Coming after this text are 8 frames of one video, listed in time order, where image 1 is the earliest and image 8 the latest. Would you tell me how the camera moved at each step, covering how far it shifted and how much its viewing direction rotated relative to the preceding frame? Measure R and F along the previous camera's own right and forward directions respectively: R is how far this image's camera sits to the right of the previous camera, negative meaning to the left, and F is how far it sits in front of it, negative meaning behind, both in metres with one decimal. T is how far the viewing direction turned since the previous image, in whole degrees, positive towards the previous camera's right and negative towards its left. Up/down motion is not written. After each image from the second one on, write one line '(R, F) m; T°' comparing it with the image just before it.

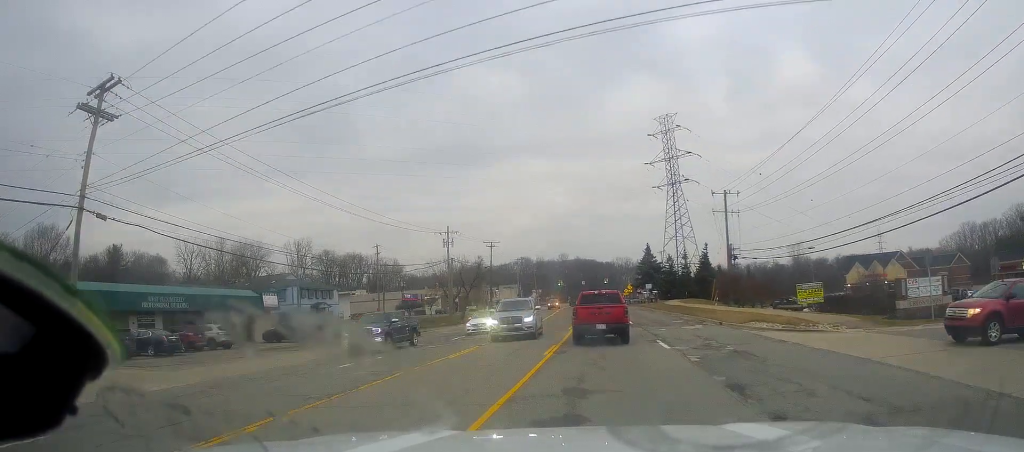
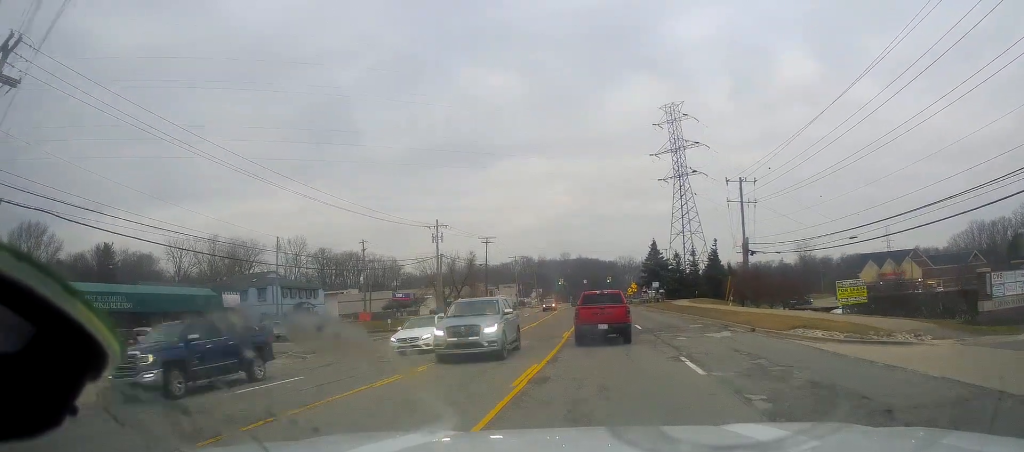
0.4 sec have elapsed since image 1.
(0.0, +6.5) m; -1°
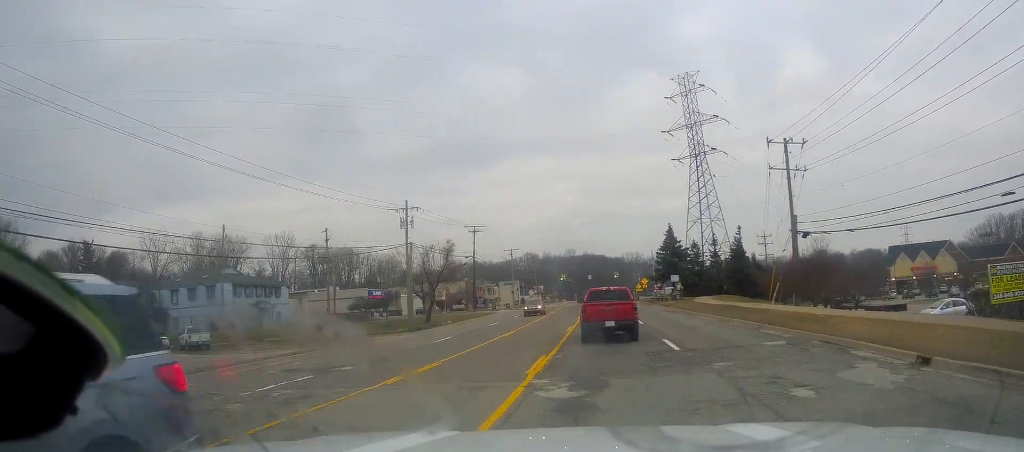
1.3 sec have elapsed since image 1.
(-0.6, +13.9) m; -1°
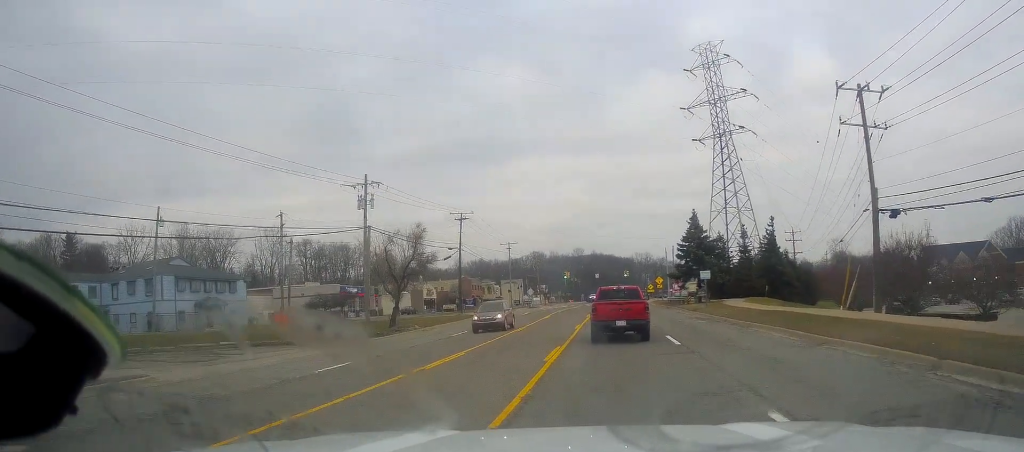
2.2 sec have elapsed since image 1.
(+0.4, +13.1) m; 0°
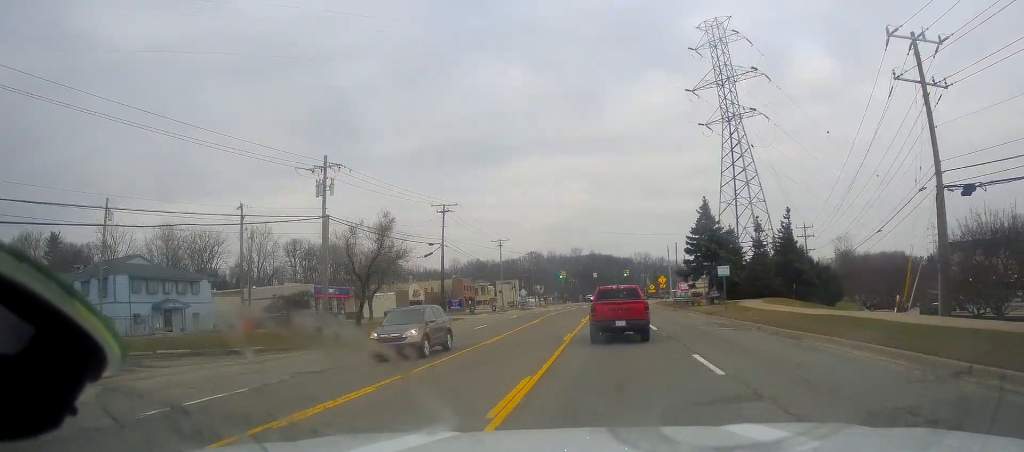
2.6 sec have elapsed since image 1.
(-0.1, +7.3) m; 0°
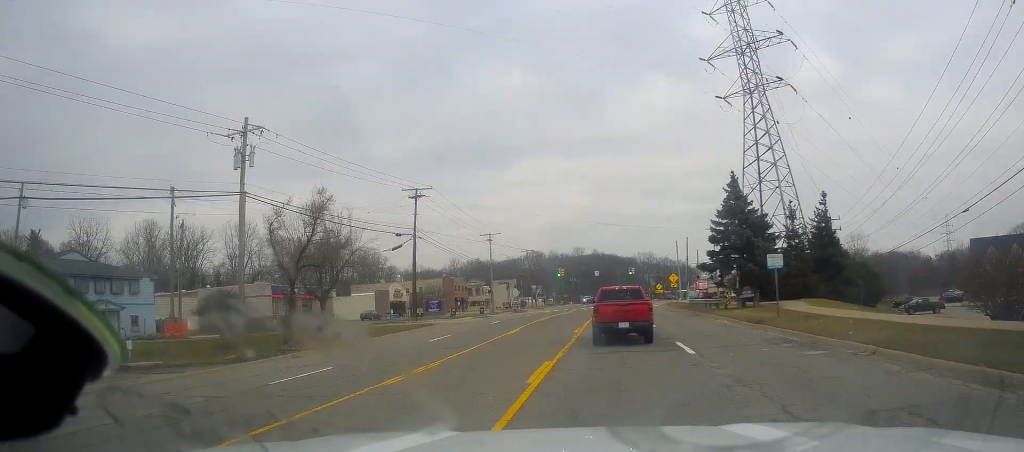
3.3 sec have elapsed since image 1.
(-0.3, +10.9) m; +1°
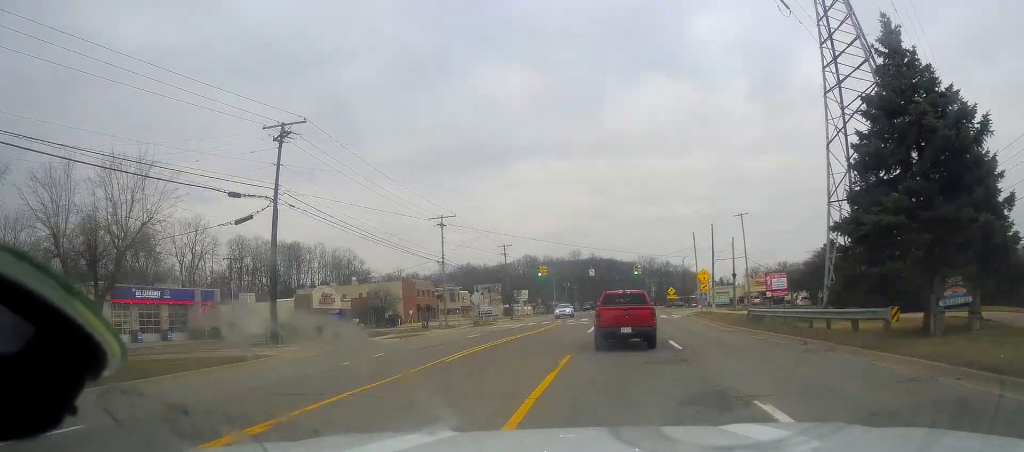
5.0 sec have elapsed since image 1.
(+0.1, +24.5) m; -1°
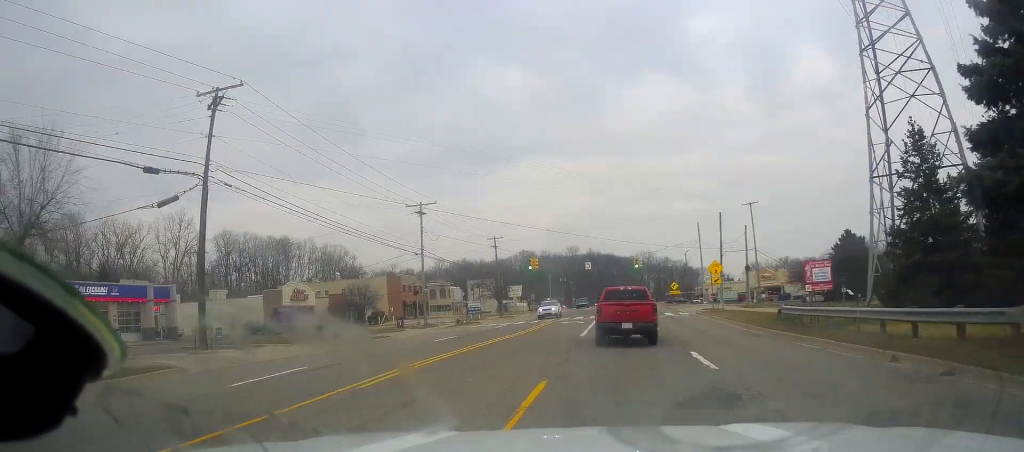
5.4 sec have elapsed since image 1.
(-0.1, +6.3) m; -1°
